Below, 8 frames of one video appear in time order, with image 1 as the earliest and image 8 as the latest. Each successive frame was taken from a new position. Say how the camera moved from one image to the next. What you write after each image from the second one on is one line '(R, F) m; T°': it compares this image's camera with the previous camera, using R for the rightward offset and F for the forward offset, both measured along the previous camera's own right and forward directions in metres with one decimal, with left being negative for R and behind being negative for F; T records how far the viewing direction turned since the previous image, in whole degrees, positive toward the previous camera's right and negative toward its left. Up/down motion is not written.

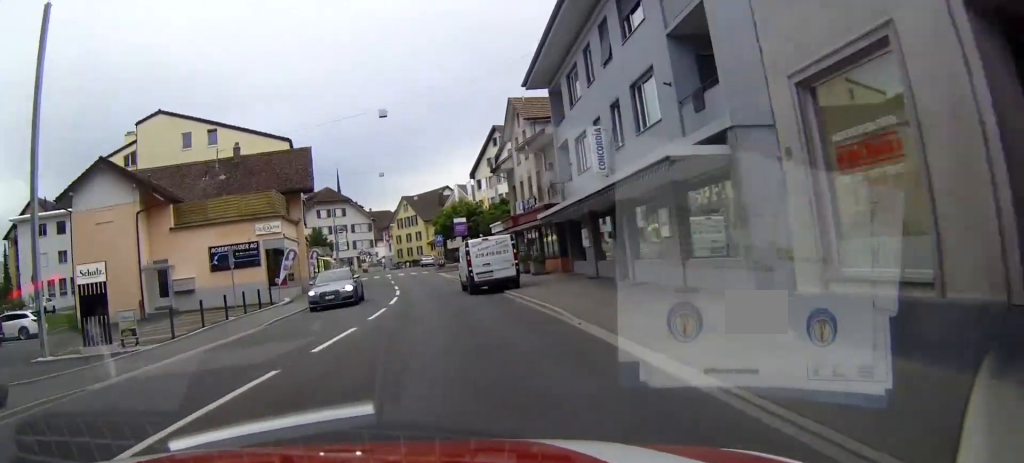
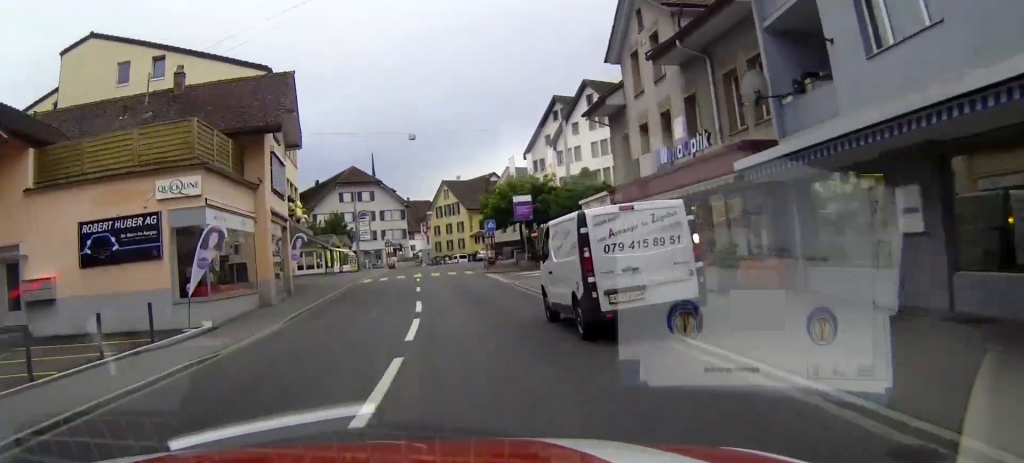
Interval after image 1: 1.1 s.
(0.0, +16.8) m; 0°
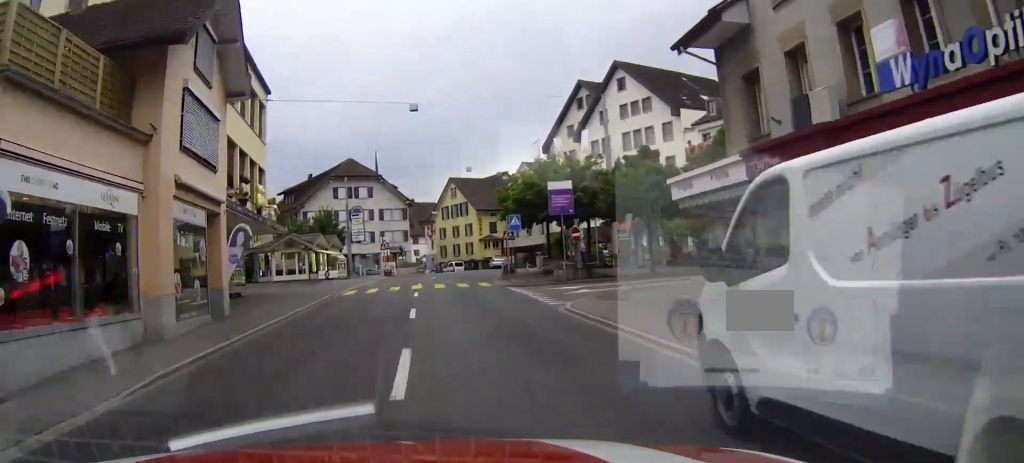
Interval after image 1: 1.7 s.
(0.0, +9.6) m; -1°
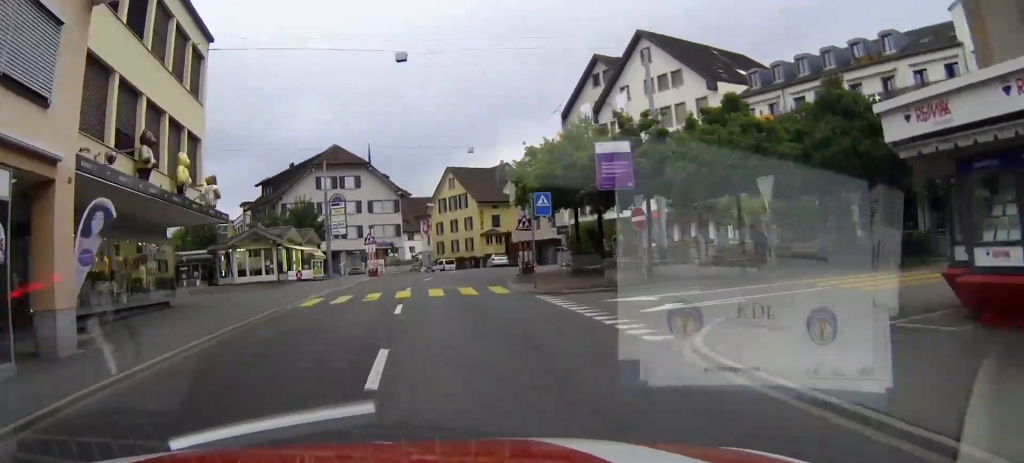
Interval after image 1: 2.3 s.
(0.0, +8.6) m; -1°
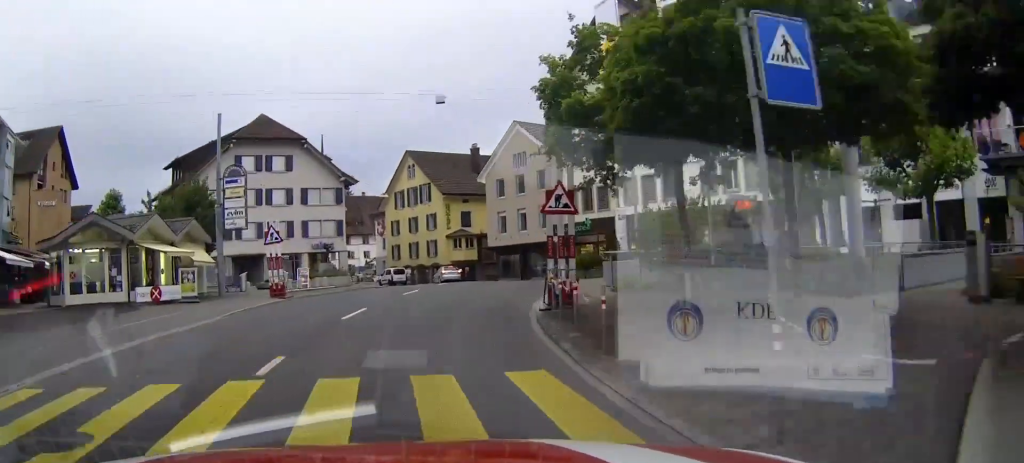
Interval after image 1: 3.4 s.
(-0.5, +15.8) m; -3°
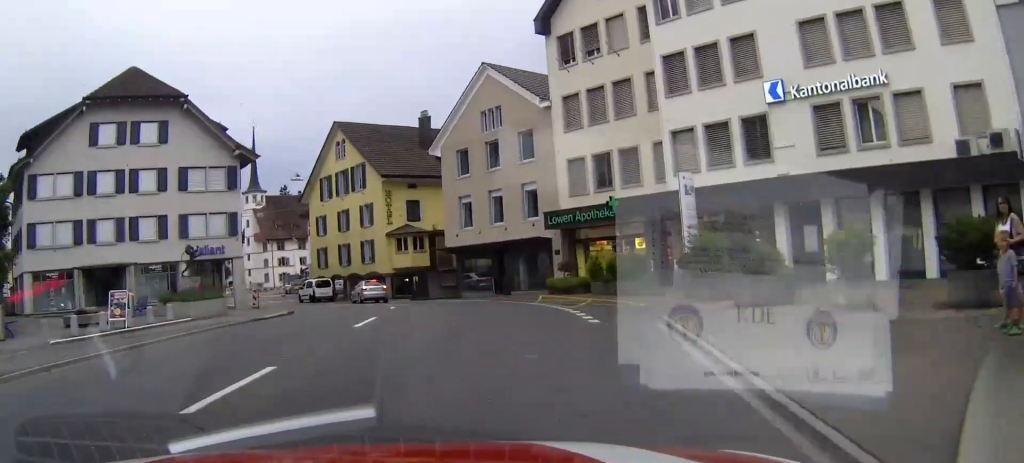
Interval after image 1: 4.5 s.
(-0.4, +16.5) m; -2°
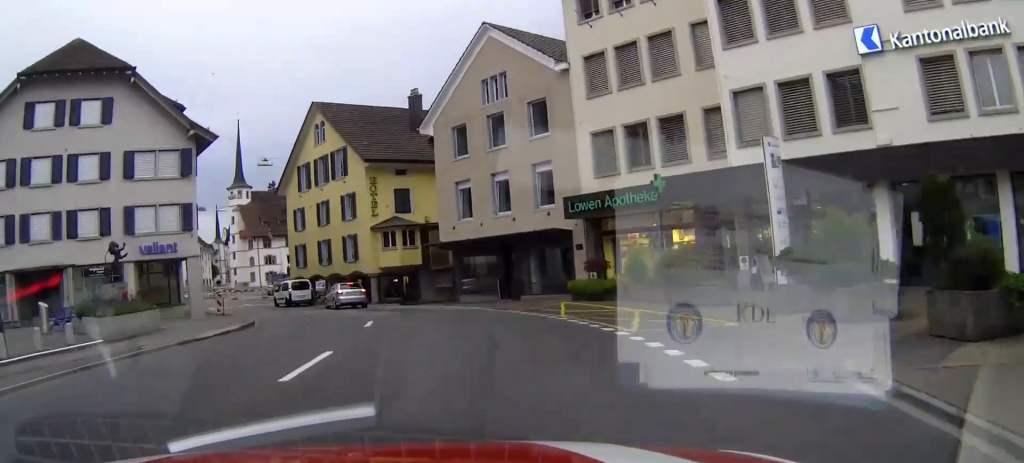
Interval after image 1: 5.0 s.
(0.0, +6.8) m; 0°
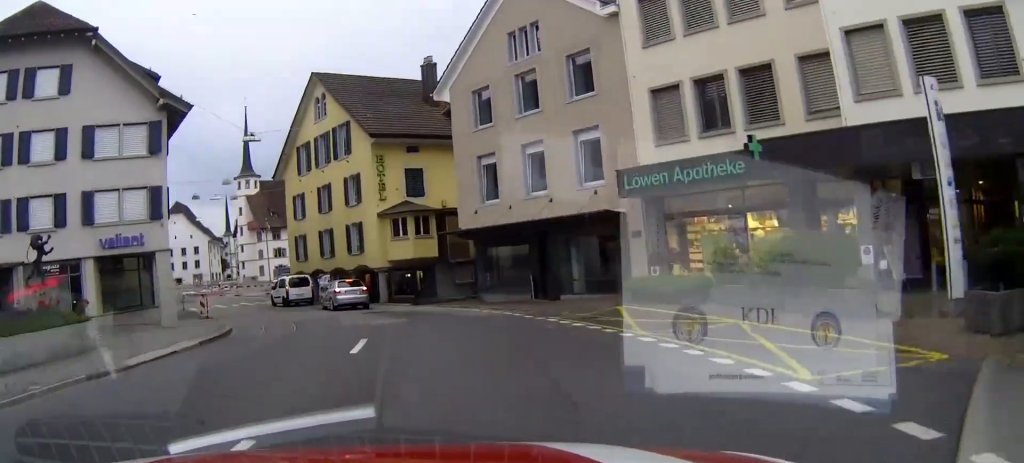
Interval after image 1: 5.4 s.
(0.0, +6.1) m; -1°
